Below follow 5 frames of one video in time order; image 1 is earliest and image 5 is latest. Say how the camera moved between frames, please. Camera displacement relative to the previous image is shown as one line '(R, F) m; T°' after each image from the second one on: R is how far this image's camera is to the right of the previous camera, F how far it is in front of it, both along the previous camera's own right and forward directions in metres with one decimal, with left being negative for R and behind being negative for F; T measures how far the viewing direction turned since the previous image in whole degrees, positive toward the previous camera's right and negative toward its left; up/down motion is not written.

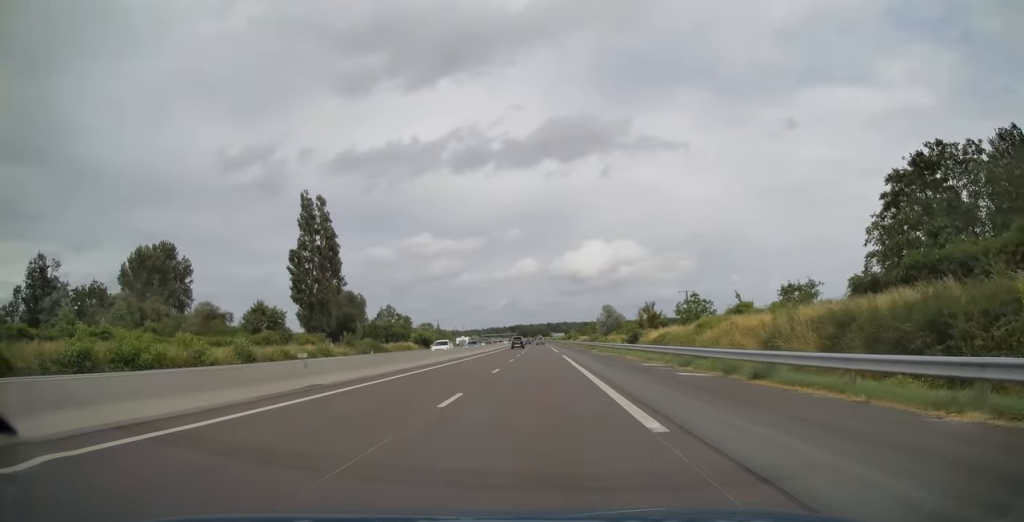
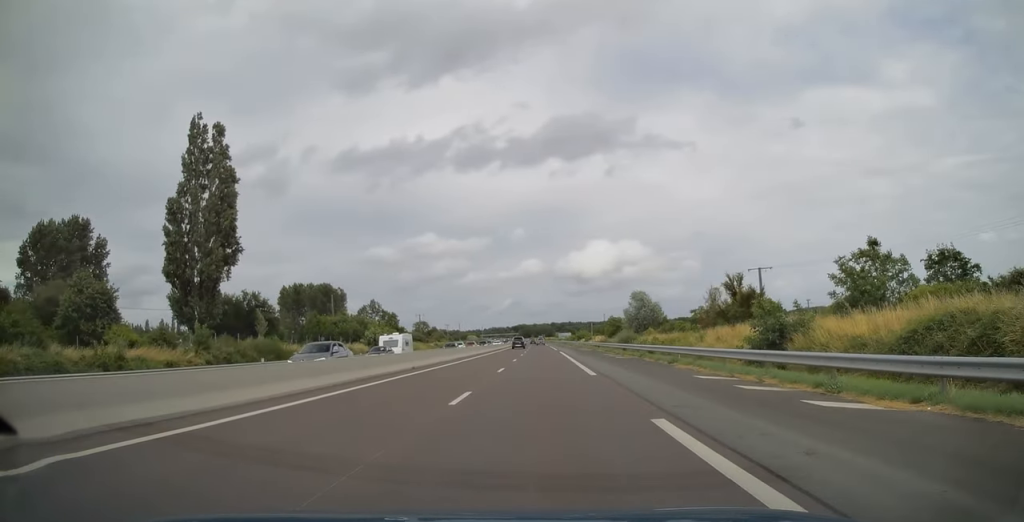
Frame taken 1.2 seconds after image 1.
(+0.1, +38.8) m; 0°
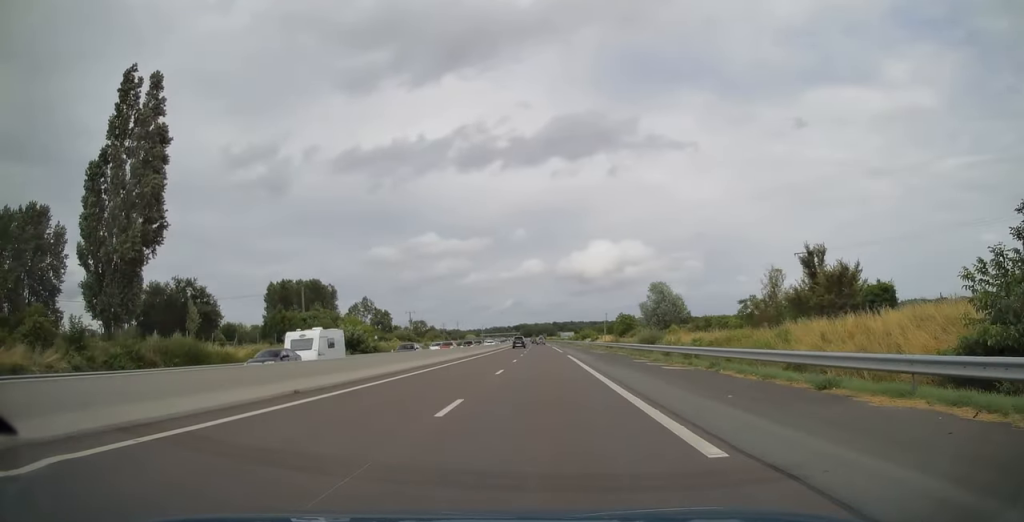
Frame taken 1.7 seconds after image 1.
(0.0, +15.1) m; 0°
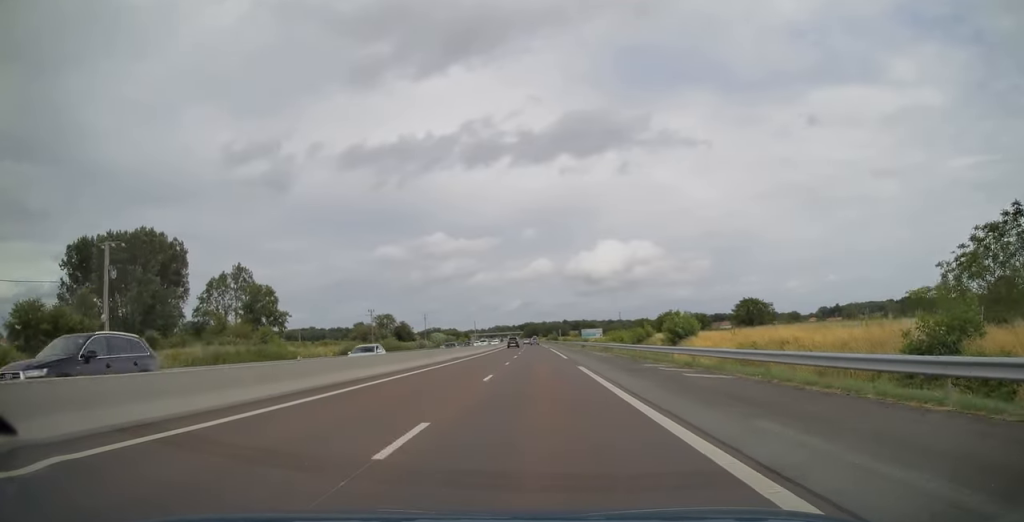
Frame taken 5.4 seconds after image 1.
(-1.3, +120.6) m; -1°
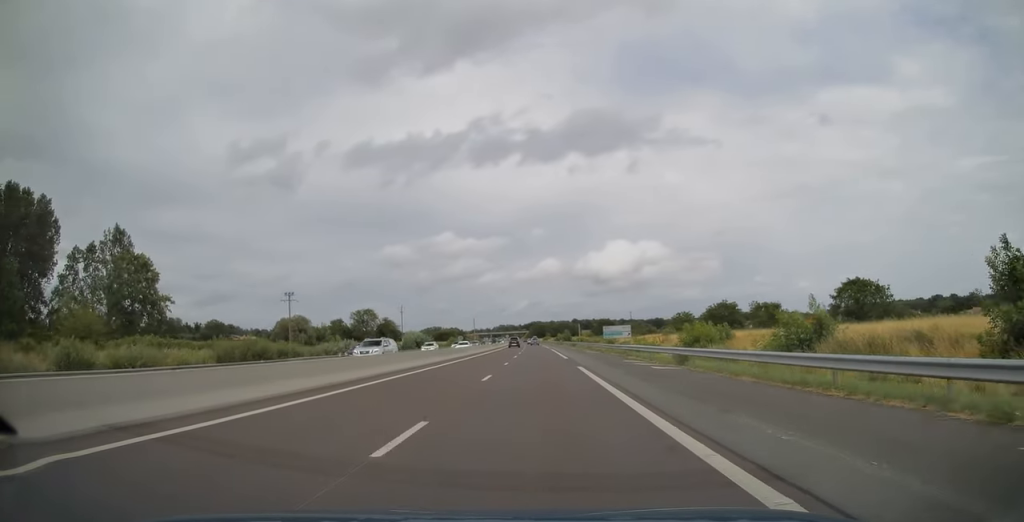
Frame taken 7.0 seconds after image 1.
(-0.5, +52.3) m; -1°
